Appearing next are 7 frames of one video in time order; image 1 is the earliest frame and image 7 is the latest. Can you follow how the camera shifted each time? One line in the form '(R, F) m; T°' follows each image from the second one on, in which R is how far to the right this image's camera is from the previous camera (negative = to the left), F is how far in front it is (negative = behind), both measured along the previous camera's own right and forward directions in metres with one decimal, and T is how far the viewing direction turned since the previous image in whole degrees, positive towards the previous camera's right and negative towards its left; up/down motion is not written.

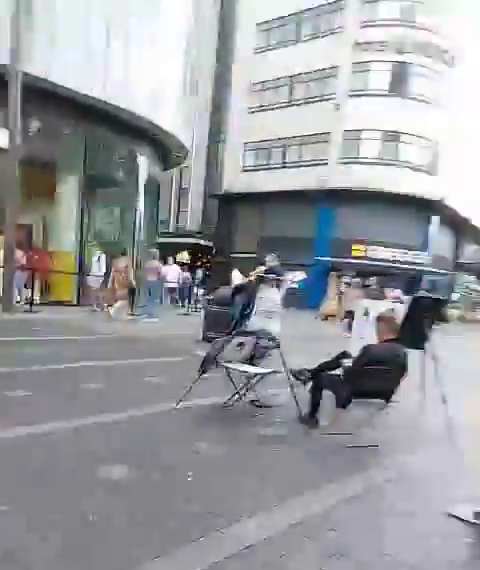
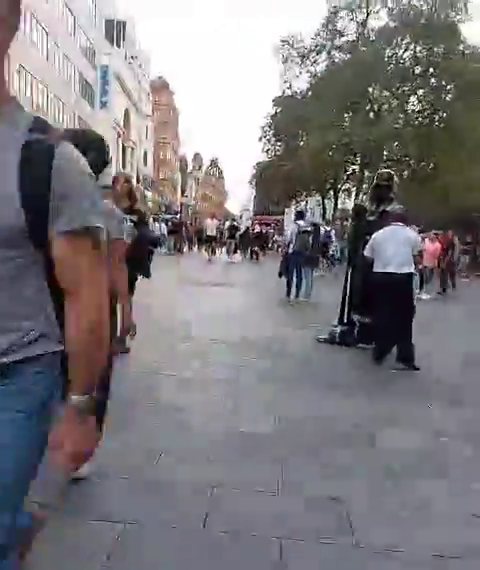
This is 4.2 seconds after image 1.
(+0.9, +6.2) m; +24°
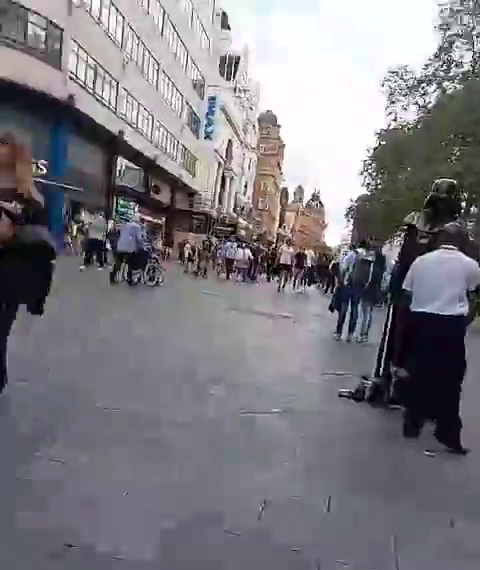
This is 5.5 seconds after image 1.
(+0.1, +1.7) m; +4°
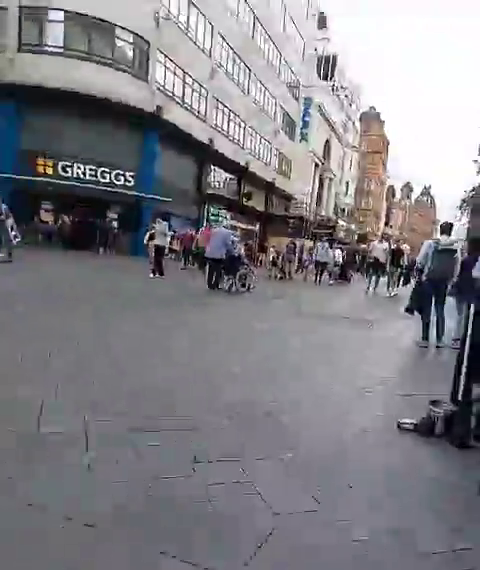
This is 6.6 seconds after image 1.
(-0.1, +1.5) m; -1°
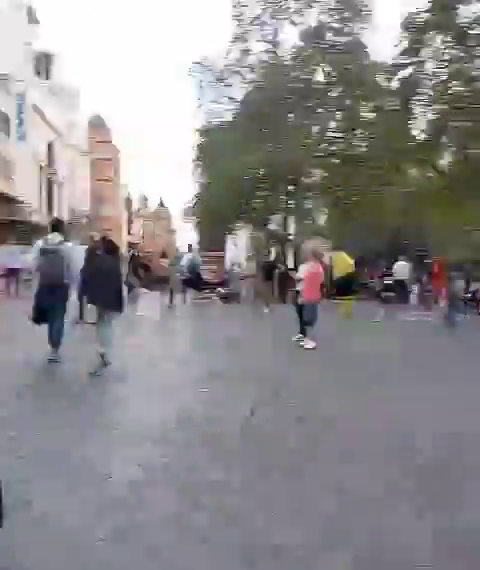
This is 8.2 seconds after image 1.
(+0.1, +2.0) m; +1°
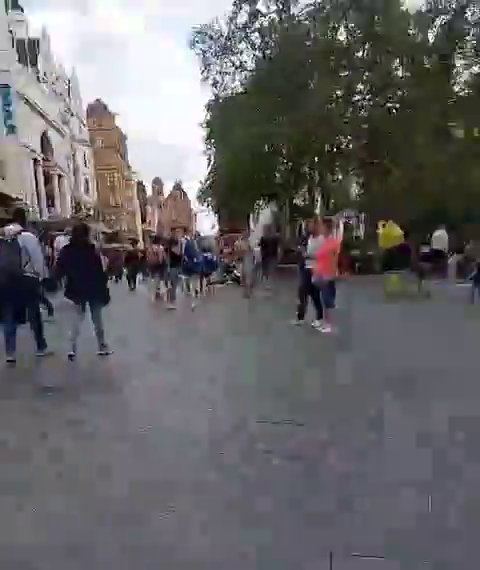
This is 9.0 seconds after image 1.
(0.0, +0.9) m; -1°
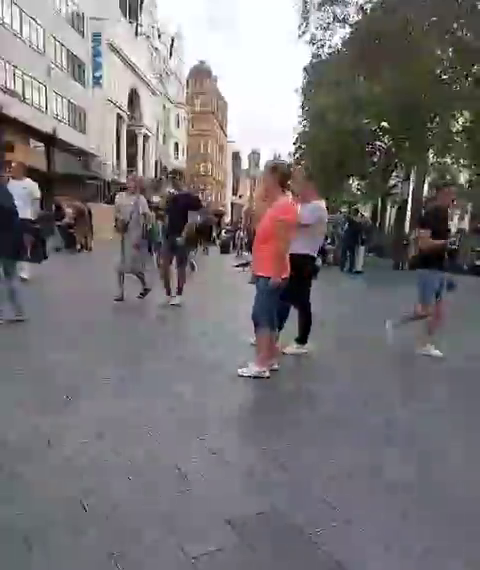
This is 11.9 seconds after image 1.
(-0.1, +3.3) m; +4°
